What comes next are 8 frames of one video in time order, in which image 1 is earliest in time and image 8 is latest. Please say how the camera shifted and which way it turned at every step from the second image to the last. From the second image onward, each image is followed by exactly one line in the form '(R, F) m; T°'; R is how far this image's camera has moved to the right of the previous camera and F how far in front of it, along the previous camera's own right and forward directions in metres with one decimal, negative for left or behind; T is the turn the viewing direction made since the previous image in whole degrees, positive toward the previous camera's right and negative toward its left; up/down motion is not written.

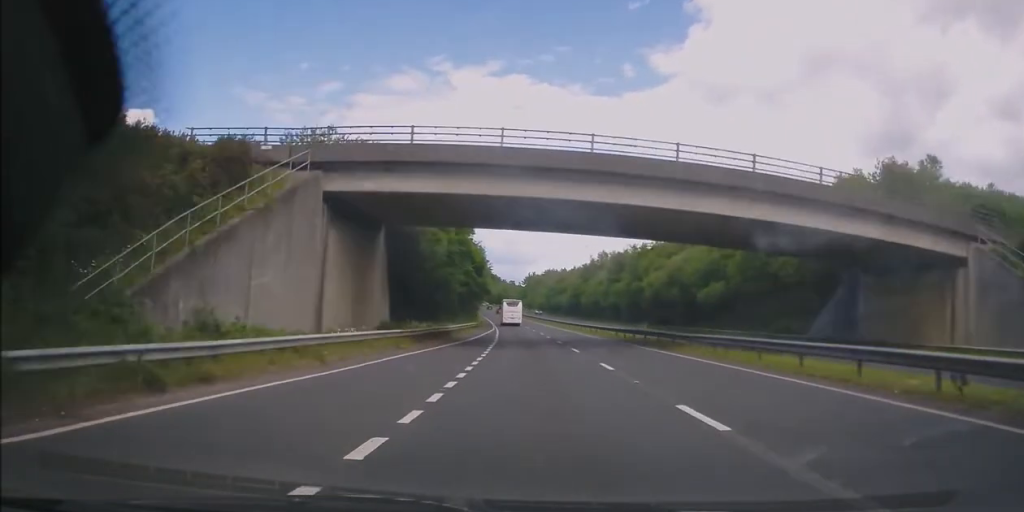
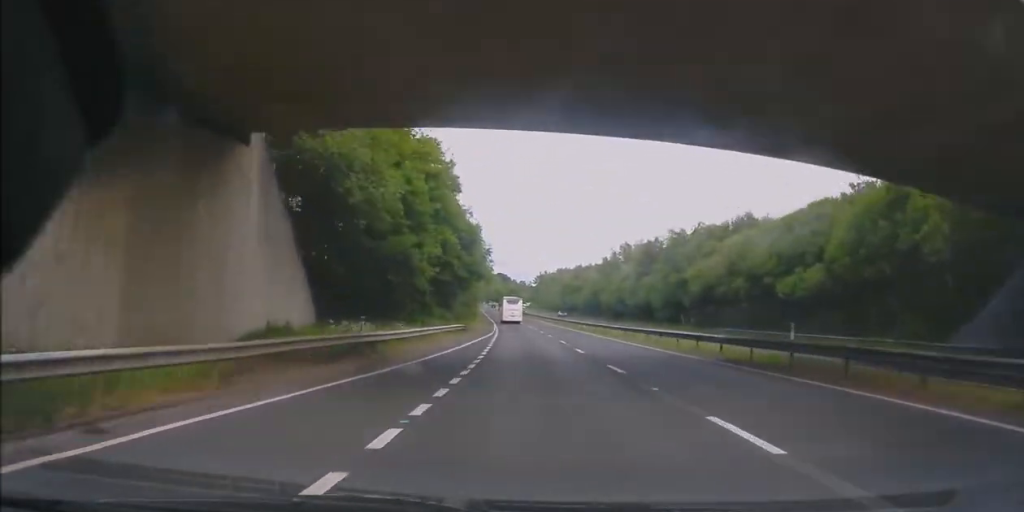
(0.0, +20.1) m; -1°
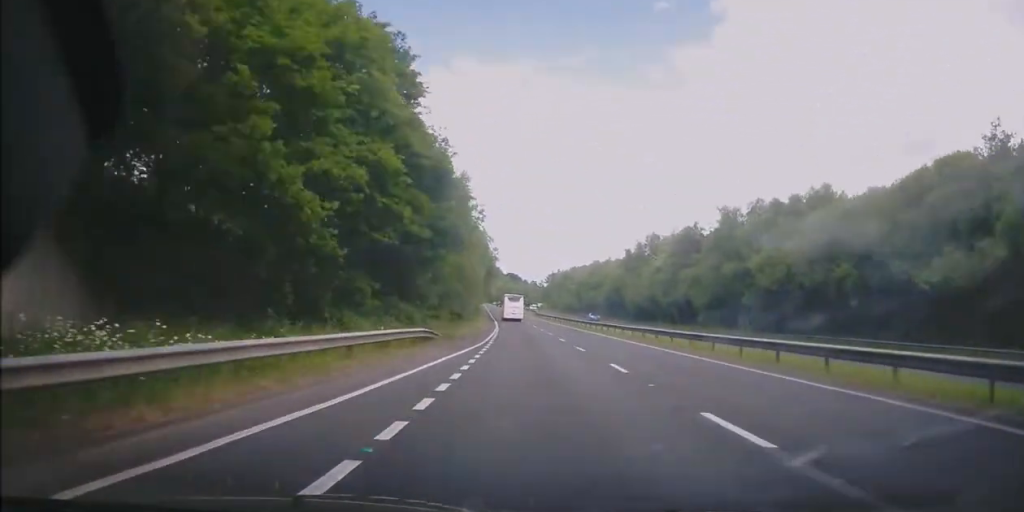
(-0.2, +18.2) m; -1°
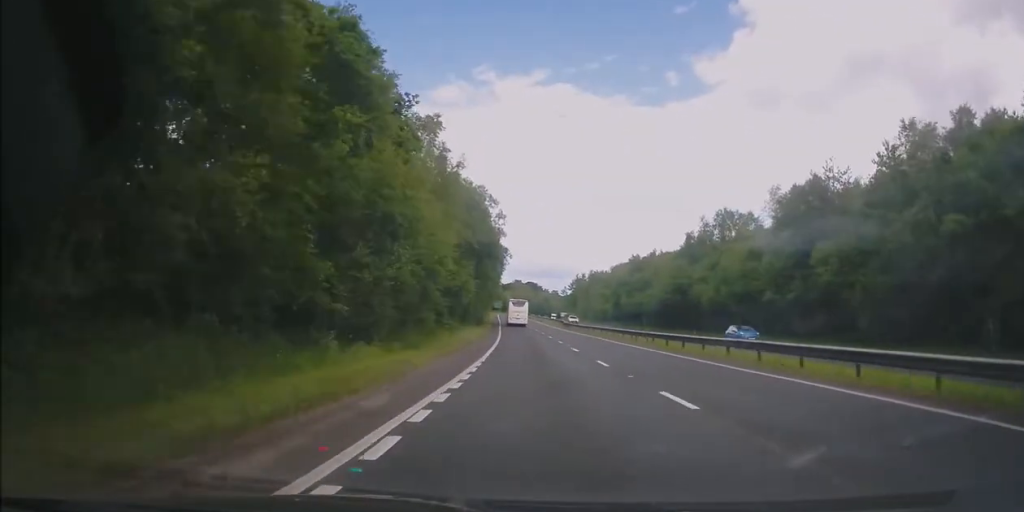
(-0.5, +33.7) m; -2°
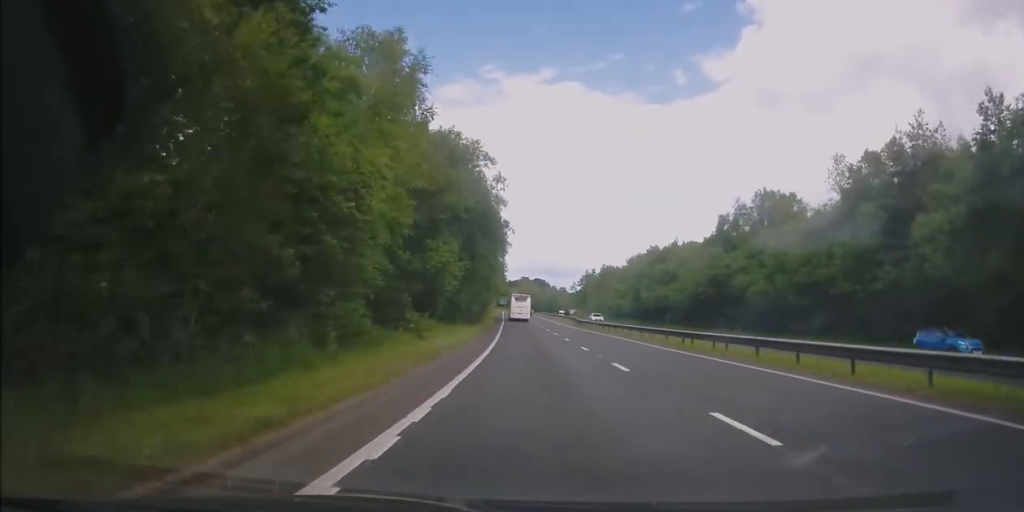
(+0.2, +12.5) m; -1°
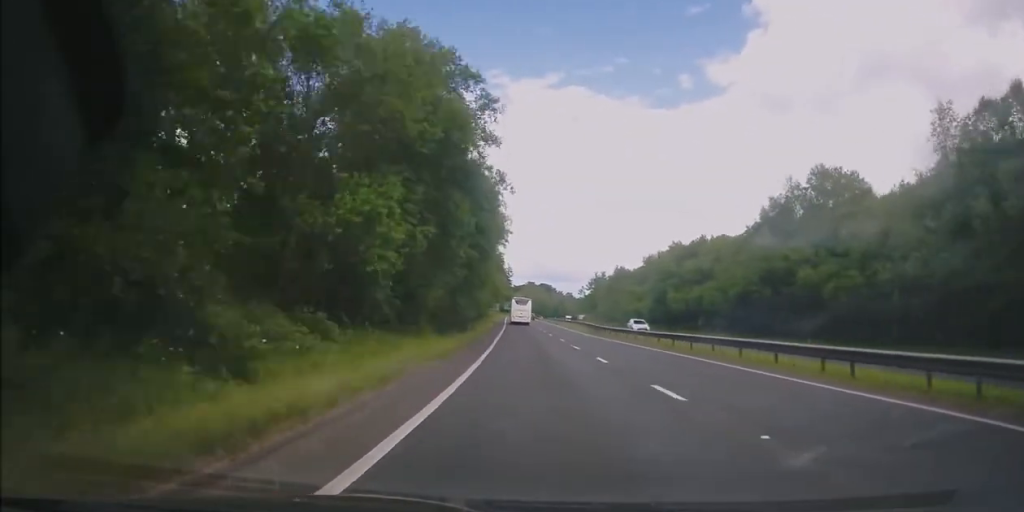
(-0.4, +14.3) m; -1°
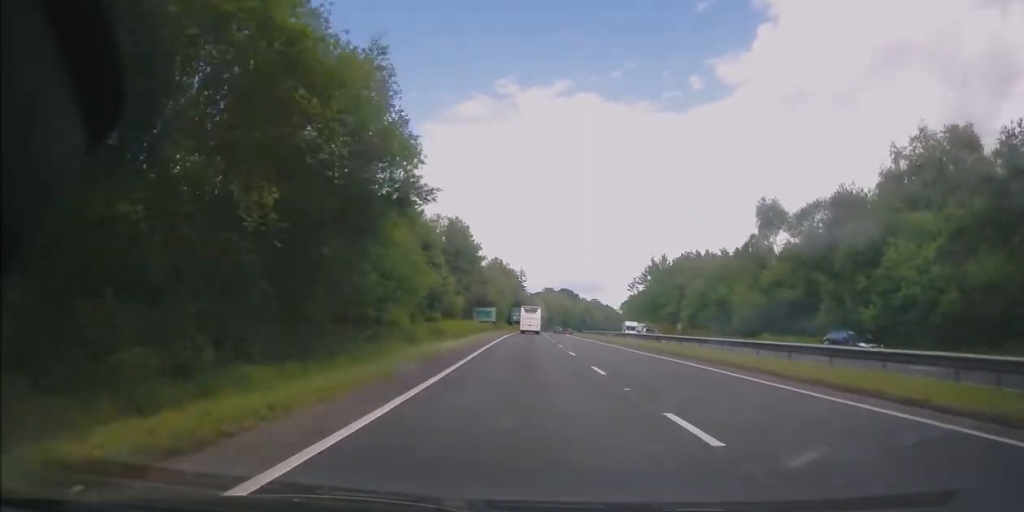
(-3.4, +86.4) m; -3°
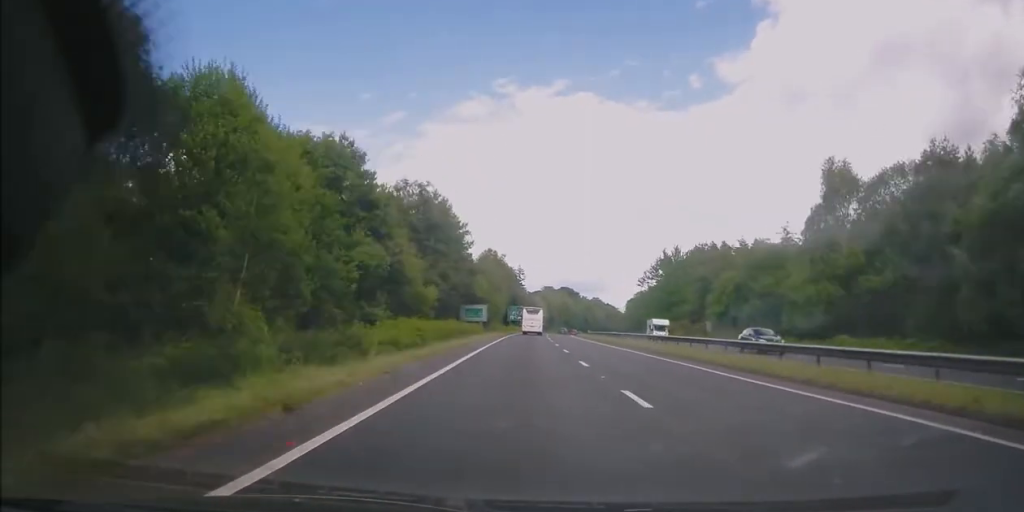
(-0.1, +15.5) m; 0°
